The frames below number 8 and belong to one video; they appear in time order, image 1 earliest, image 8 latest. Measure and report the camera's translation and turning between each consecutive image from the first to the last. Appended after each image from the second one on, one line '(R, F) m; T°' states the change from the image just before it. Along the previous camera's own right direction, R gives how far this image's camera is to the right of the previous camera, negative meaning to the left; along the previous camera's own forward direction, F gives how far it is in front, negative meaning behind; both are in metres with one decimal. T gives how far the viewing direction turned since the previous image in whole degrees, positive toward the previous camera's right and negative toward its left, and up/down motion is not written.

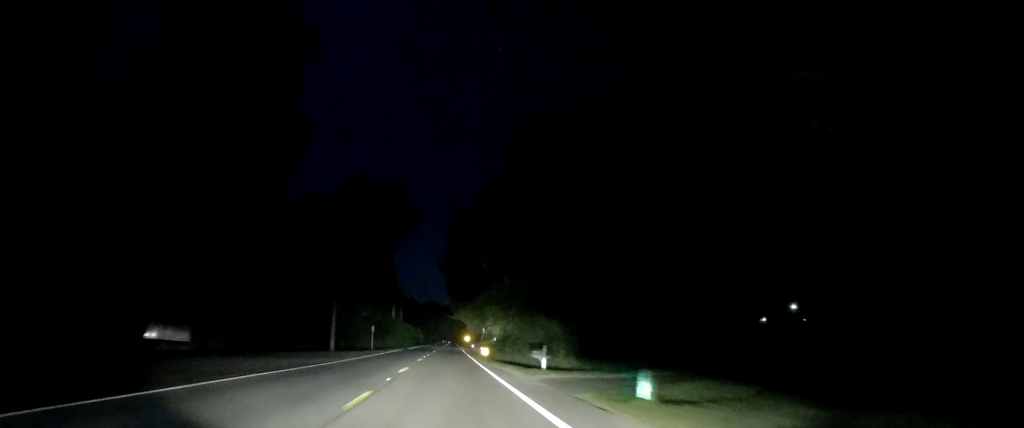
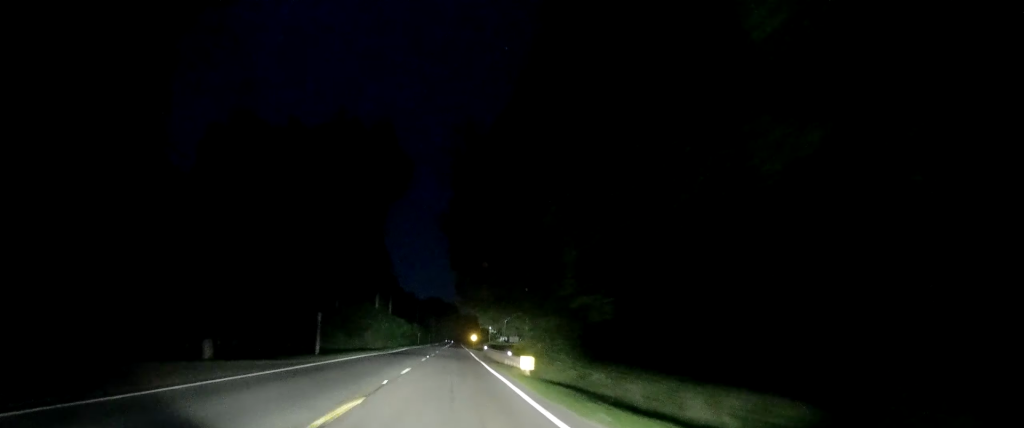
(-0.8, +27.2) m; -2°
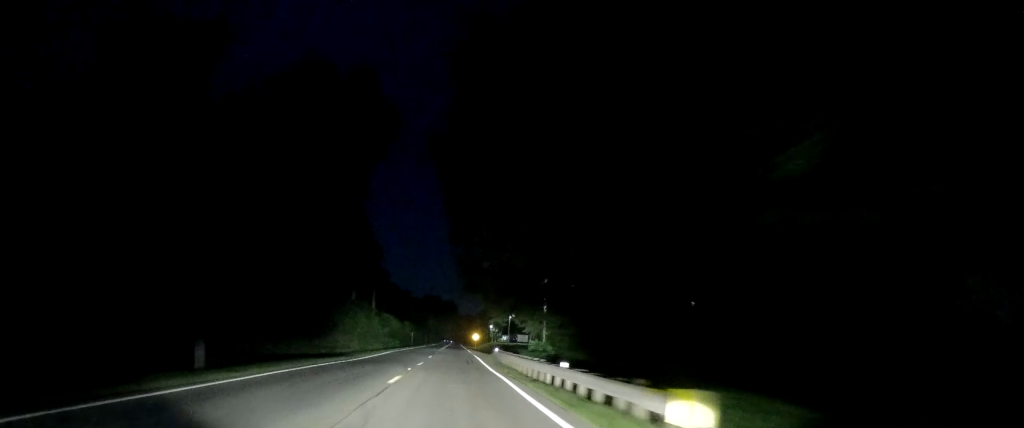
(-0.1, +16.7) m; 0°
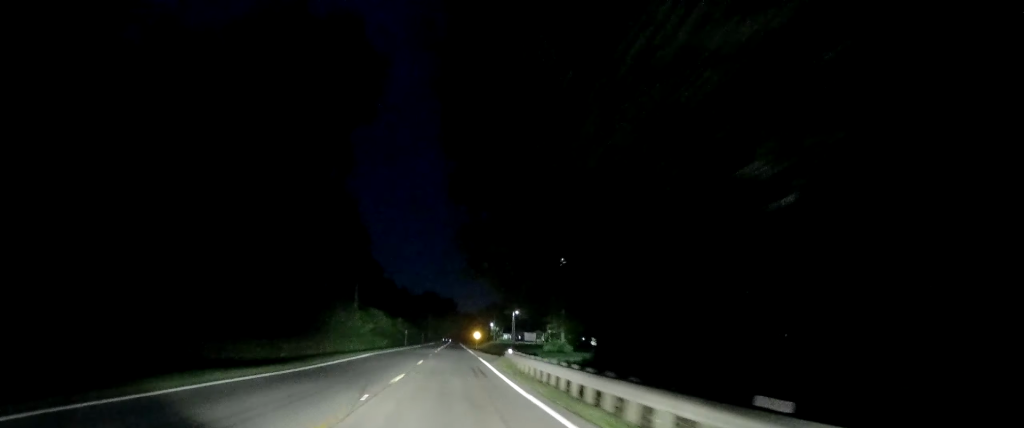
(+0.1, +11.6) m; 0°
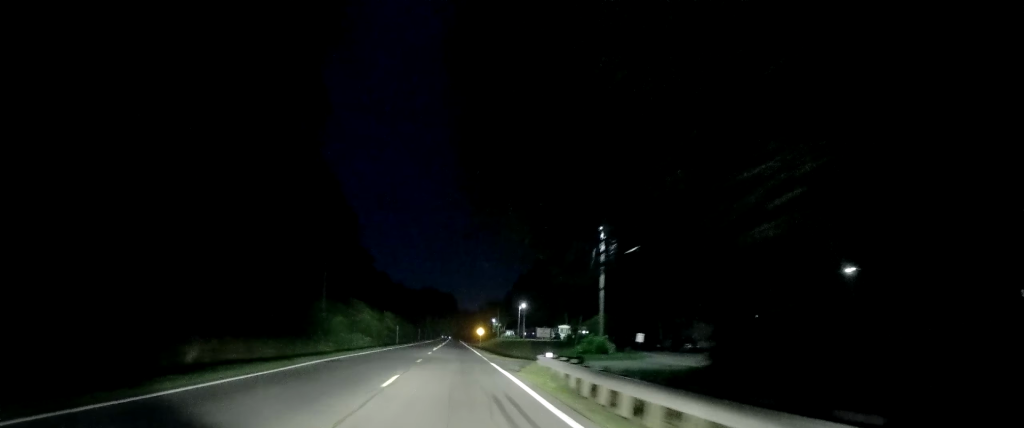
(0.0, +13.7) m; 0°
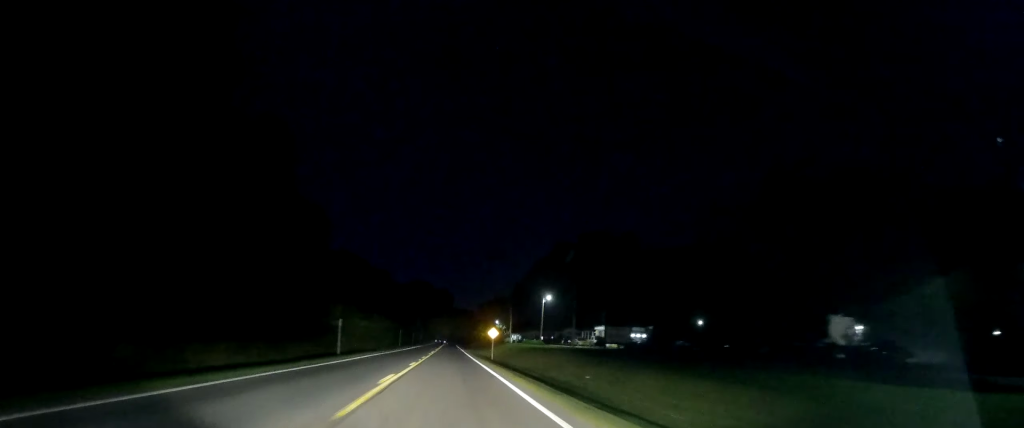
(0.0, +36.2) m; 0°
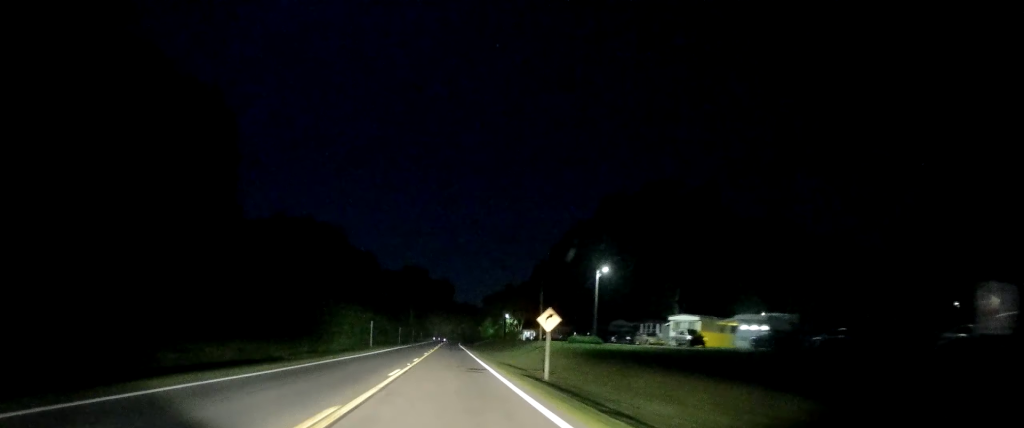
(-0.1, +29.3) m; 0°
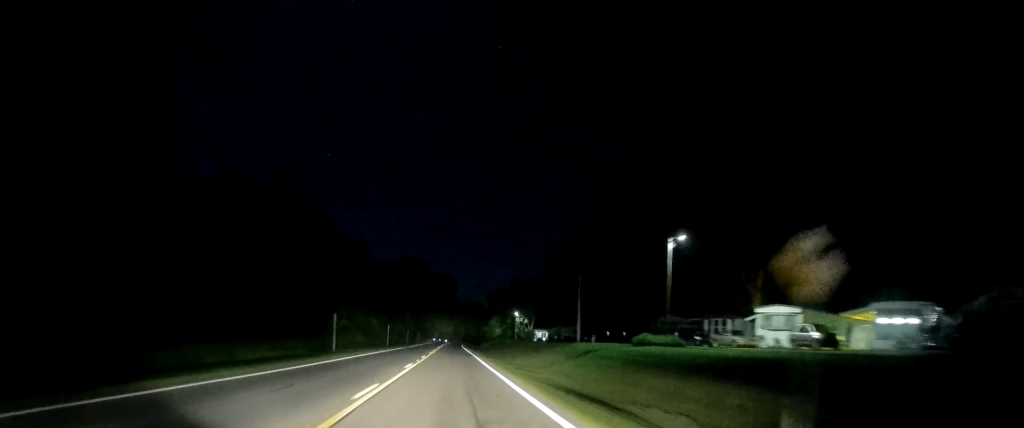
(+0.1, +39.4) m; +1°
